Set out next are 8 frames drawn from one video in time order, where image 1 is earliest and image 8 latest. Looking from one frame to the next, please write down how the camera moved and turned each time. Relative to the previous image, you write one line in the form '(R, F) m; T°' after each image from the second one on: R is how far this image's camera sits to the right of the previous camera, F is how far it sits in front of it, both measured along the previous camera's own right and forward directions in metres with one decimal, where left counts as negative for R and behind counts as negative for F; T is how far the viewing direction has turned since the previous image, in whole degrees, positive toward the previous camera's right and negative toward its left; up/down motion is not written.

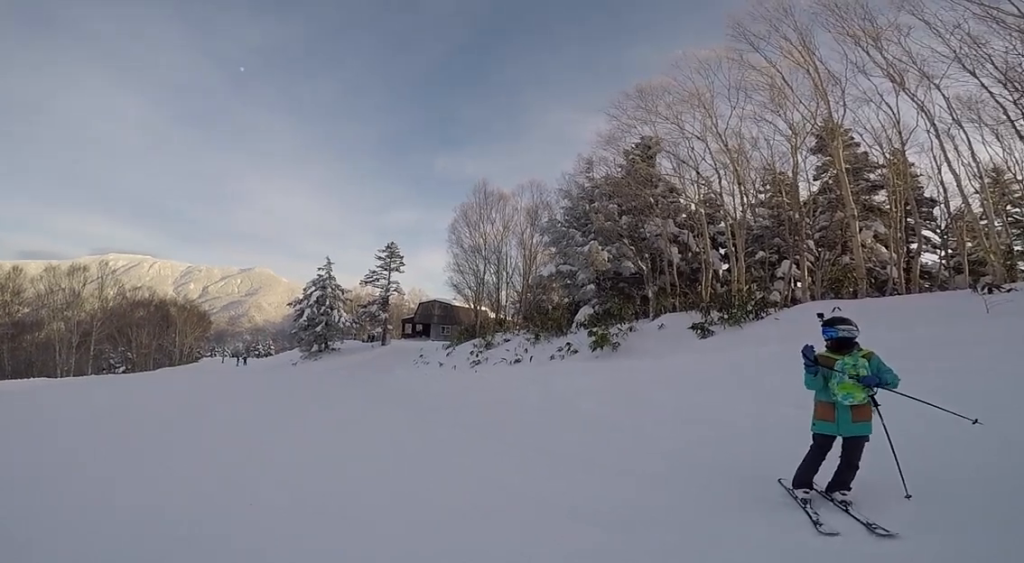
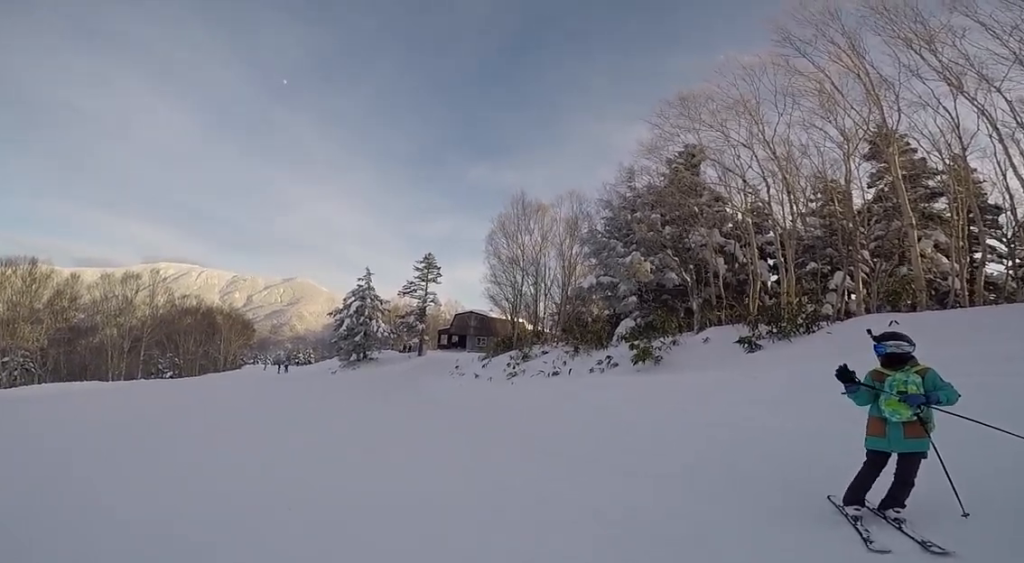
(0.0, +1.3) m; 0°
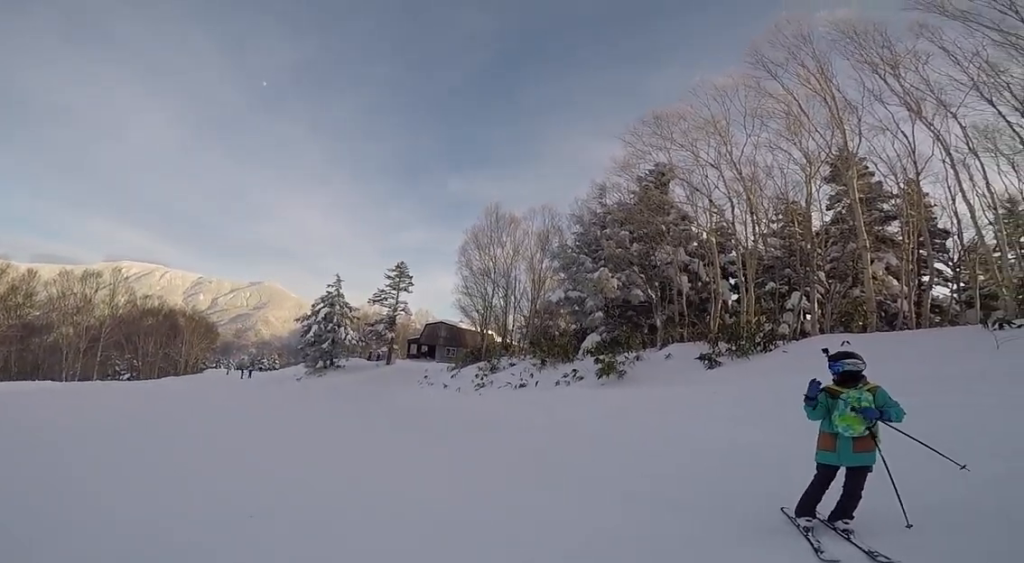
(0.0, +2.1) m; 0°
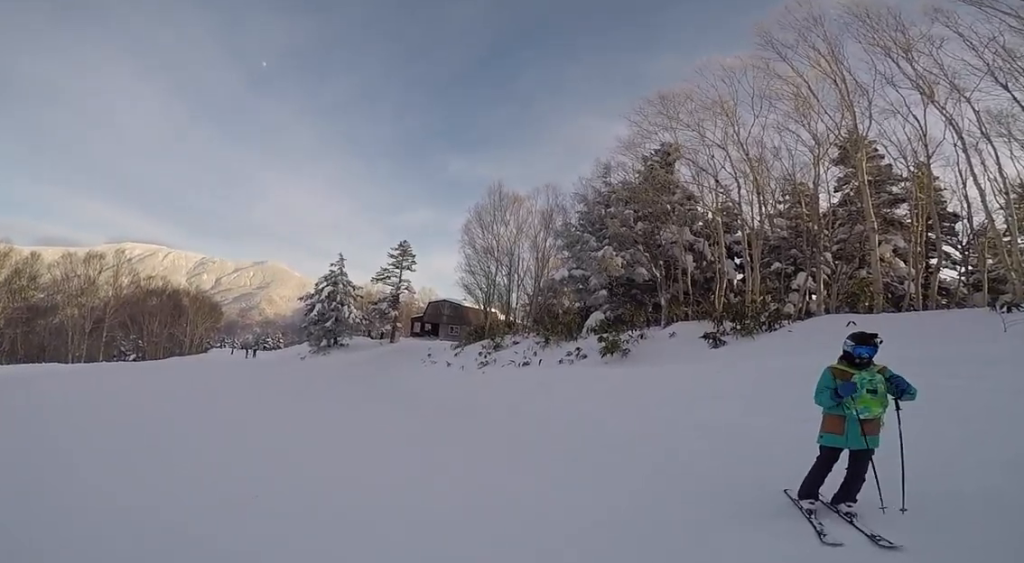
(0.0, +3.6) m; 0°
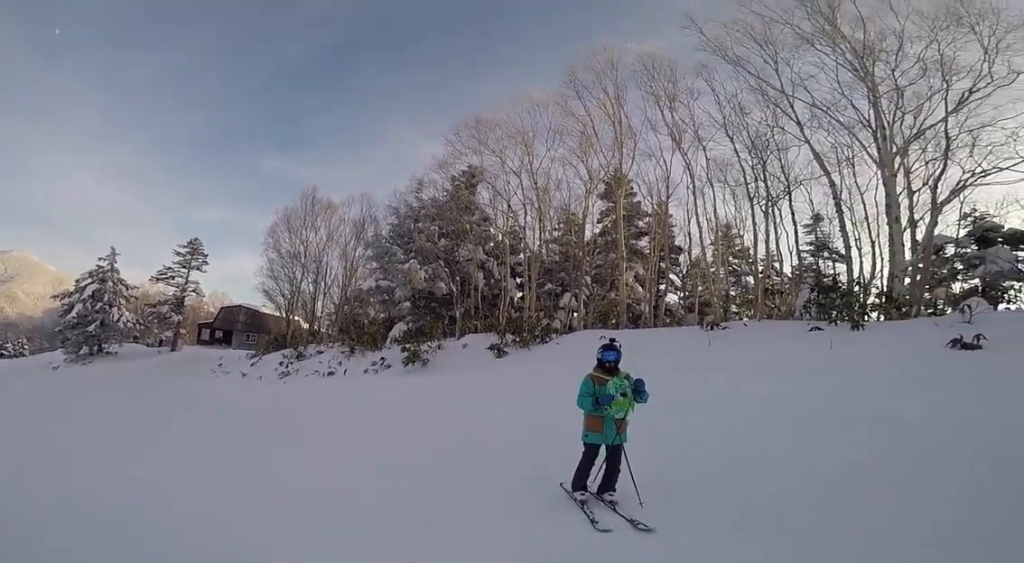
(0.0, +8.7) m; +6°
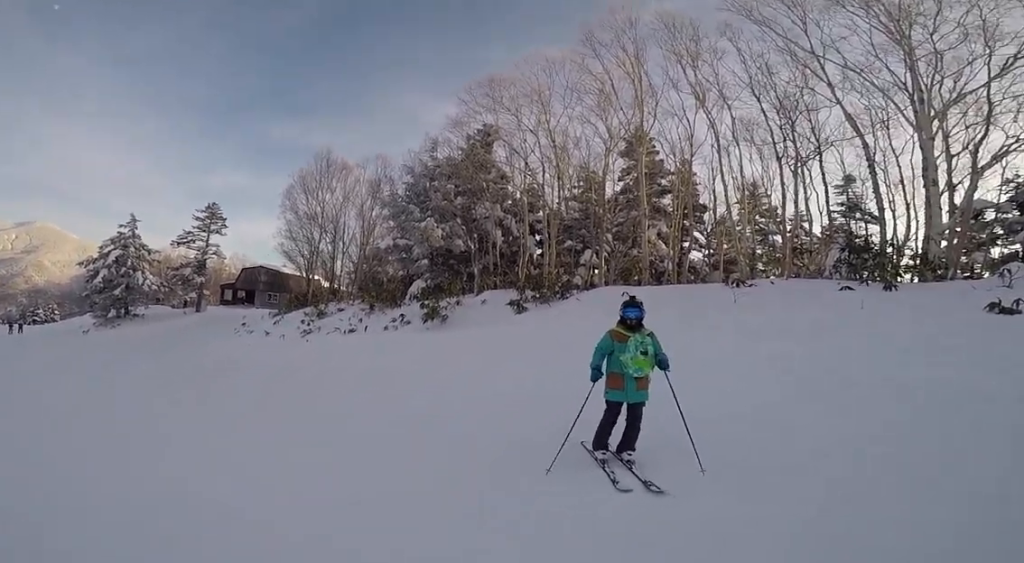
(-0.2, +3.2) m; +5°
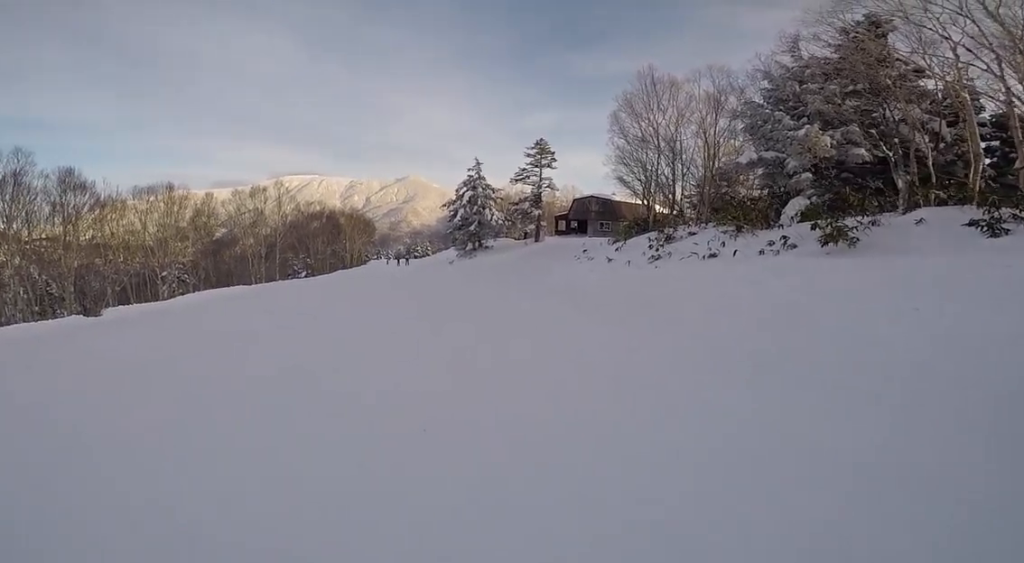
(+0.6, +12.7) m; -8°
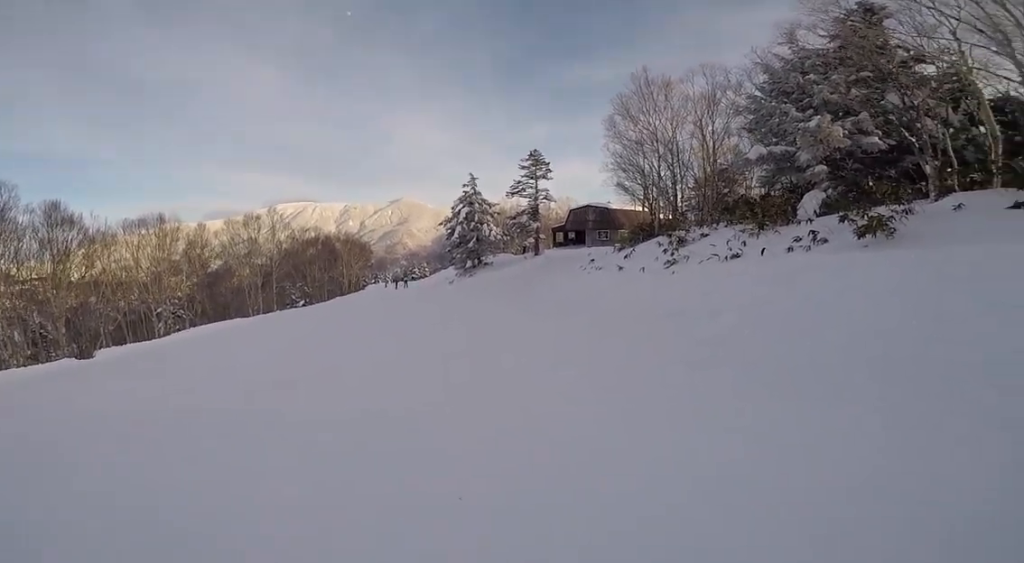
(-0.2, +4.6) m; -1°
